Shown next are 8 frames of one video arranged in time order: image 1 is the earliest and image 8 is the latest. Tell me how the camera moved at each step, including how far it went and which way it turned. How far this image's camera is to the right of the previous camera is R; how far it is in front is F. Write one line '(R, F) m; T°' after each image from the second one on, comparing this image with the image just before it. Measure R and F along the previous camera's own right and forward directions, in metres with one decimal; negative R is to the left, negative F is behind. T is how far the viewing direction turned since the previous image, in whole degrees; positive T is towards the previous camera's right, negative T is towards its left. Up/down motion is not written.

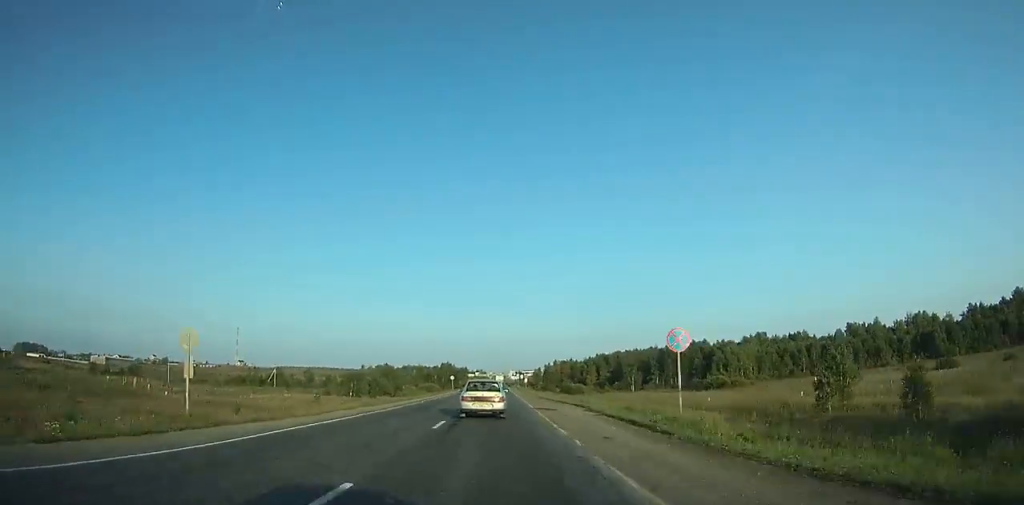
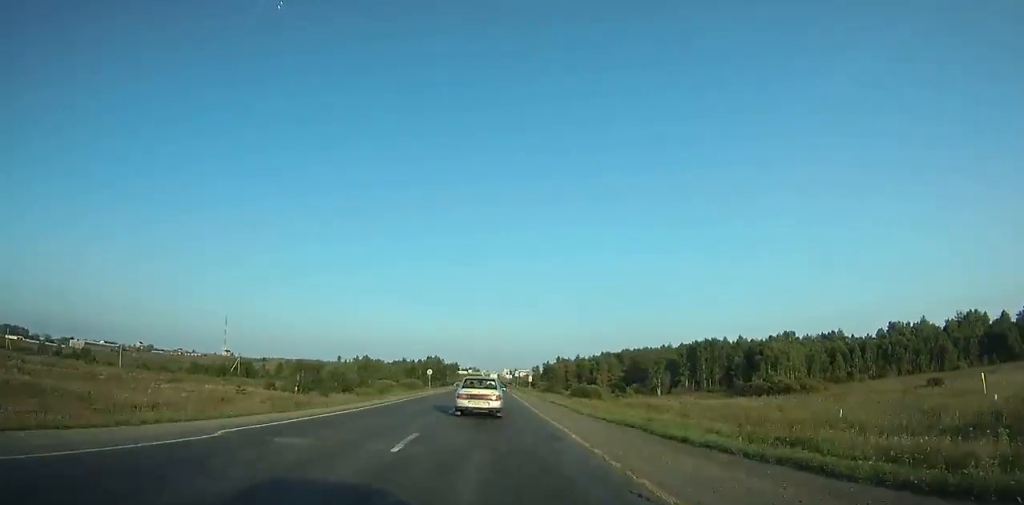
(-1.4, +28.9) m; -1°
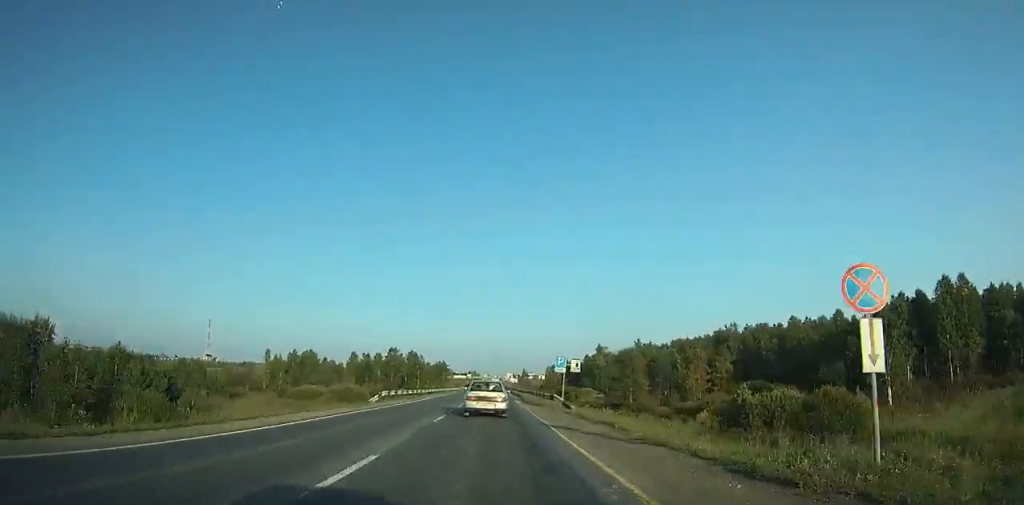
(-0.5, +76.8) m; 0°
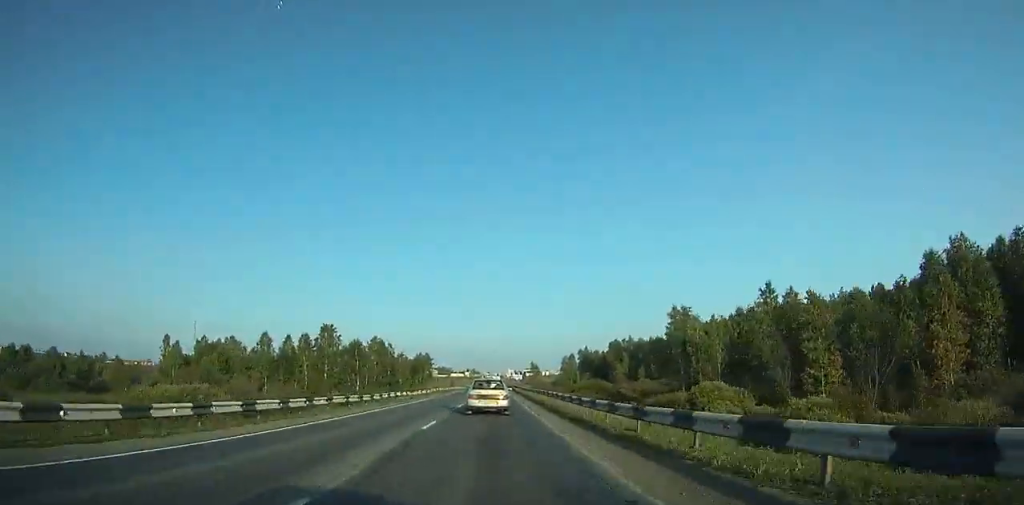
(0.0, +53.6) m; 0°
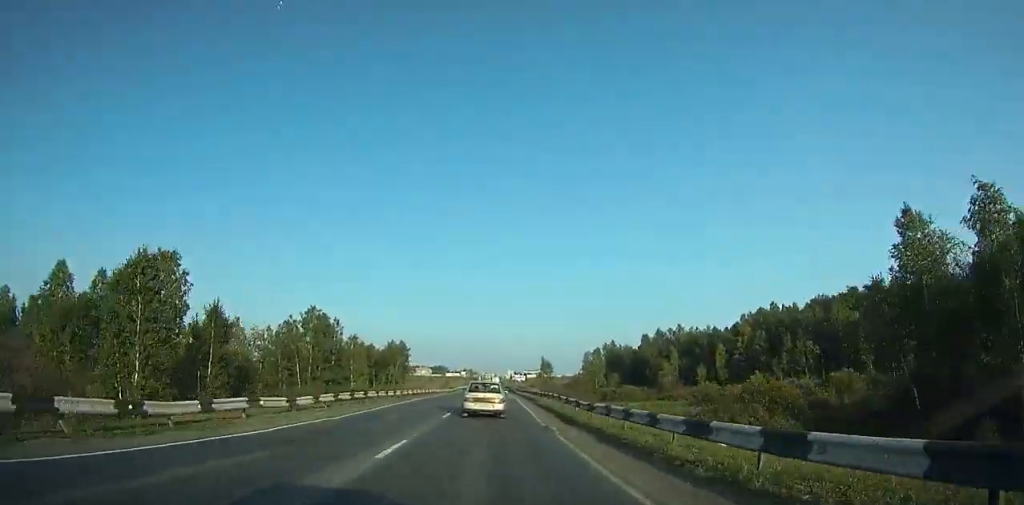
(-0.1, +43.4) m; 0°
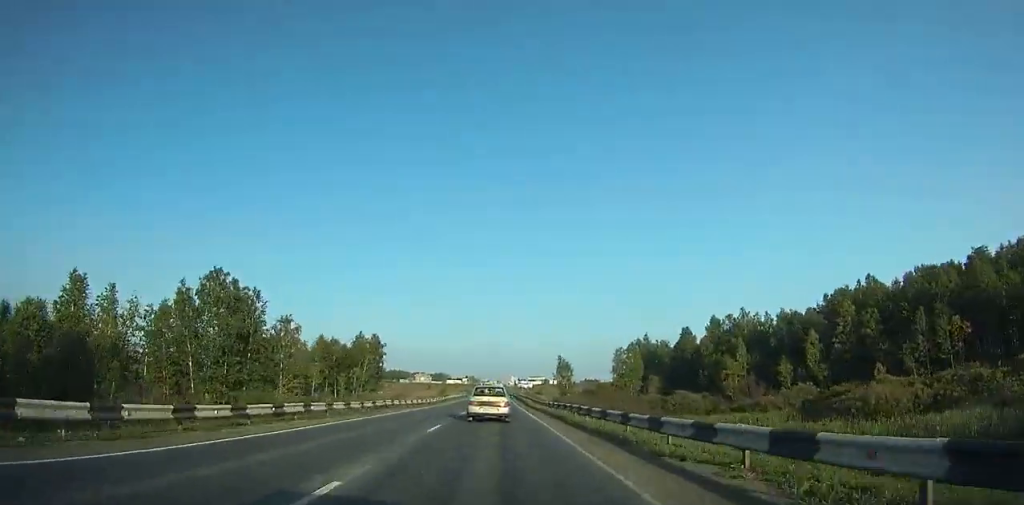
(-0.1, +30.0) m; 0°
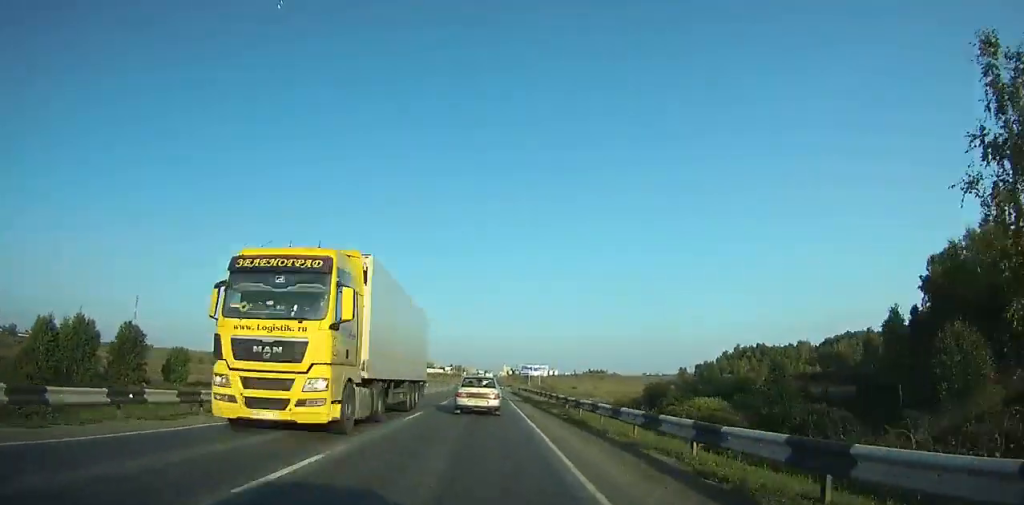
(+1.0, +93.7) m; +1°
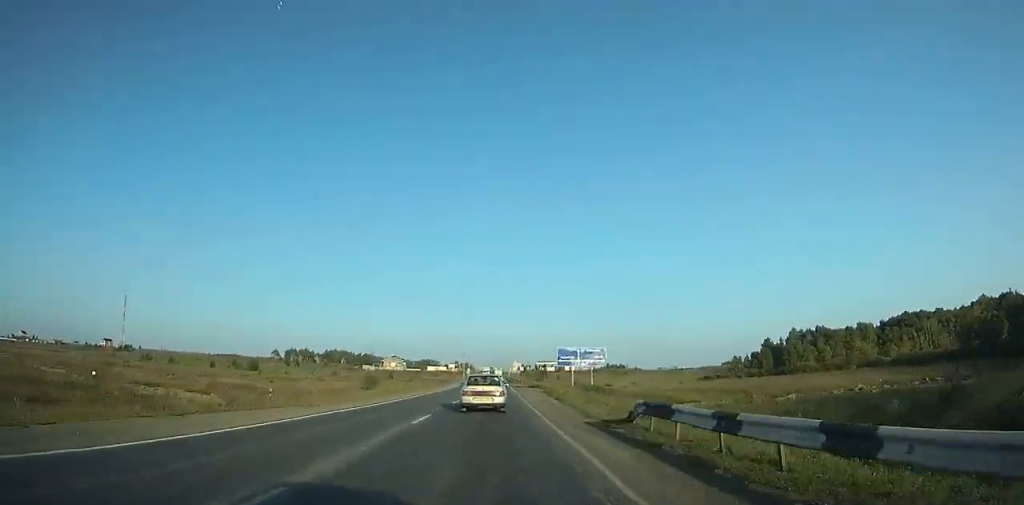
(-0.1, +50.7) m; 0°
